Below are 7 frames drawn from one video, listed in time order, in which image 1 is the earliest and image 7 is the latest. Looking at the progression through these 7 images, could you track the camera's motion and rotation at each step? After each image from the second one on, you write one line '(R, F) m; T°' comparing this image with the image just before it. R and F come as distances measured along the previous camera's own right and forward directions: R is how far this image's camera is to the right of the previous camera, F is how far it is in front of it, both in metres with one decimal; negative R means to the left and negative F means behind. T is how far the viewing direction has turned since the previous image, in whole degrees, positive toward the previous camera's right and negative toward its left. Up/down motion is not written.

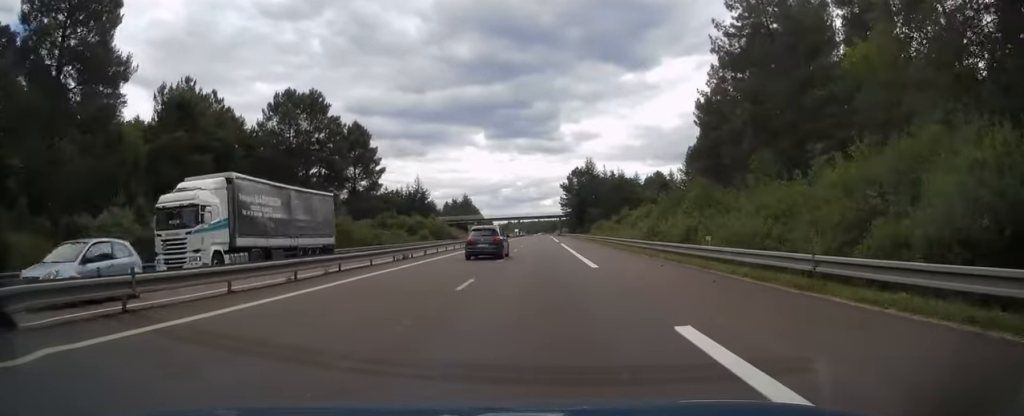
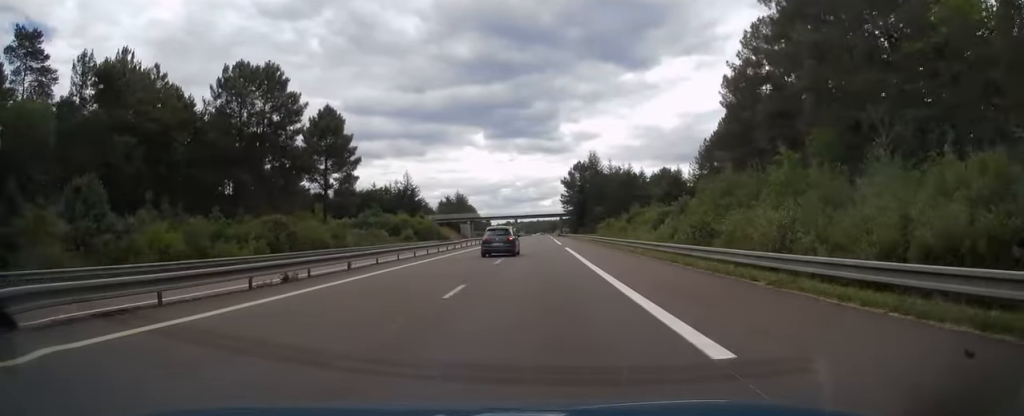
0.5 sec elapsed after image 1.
(0.0, +14.7) m; 0°
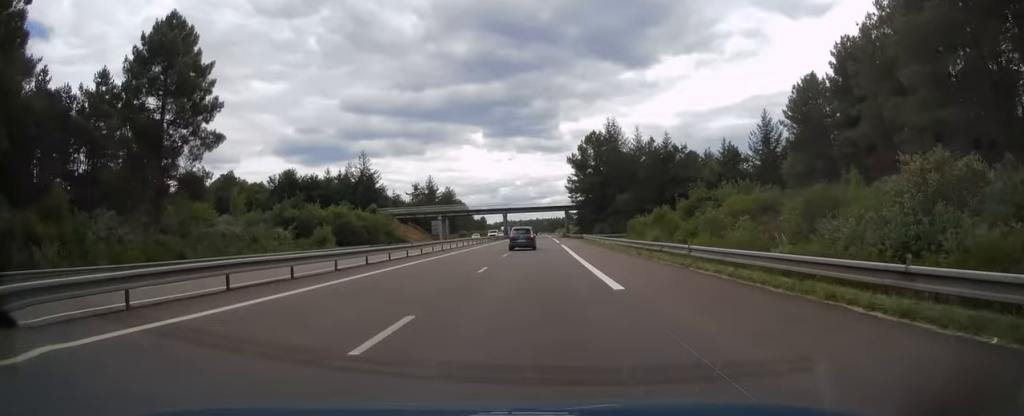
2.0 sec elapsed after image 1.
(0.0, +44.8) m; 0°
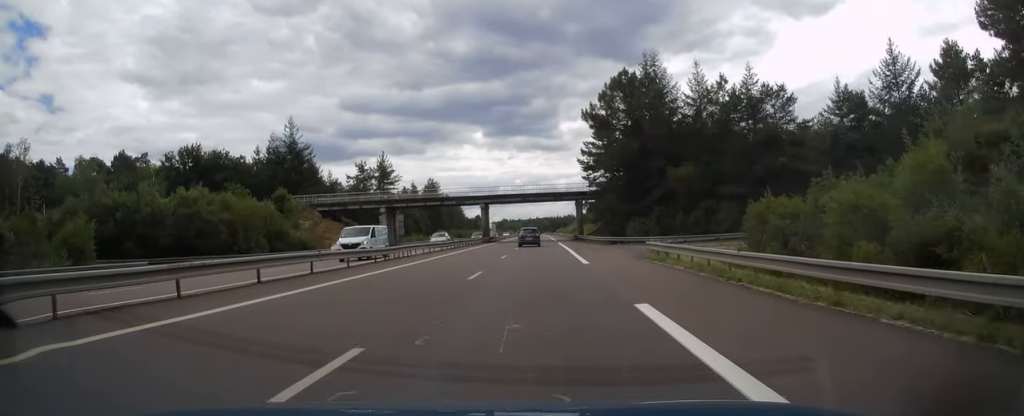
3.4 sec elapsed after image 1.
(0.0, +41.9) m; 0°
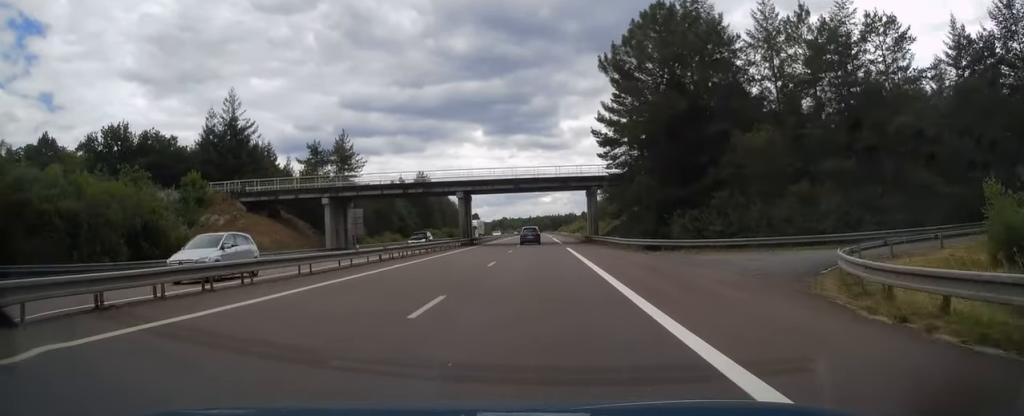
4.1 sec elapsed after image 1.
(0.0, +20.7) m; 0°
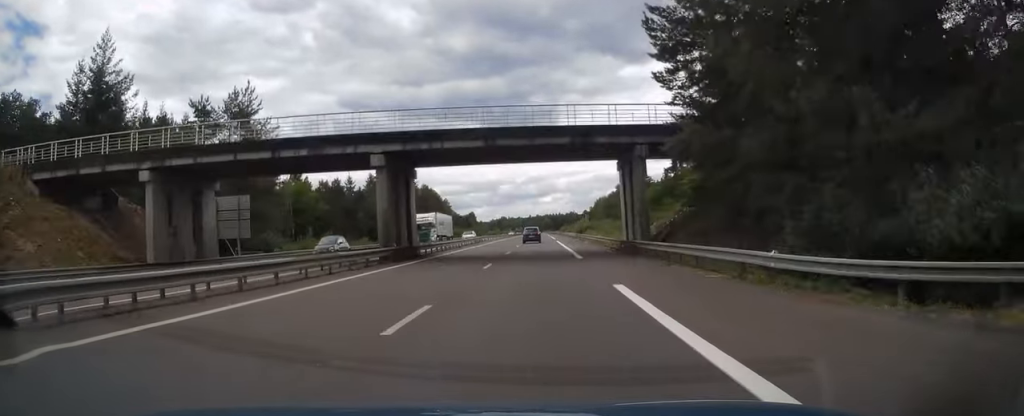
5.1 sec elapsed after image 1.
(0.0, +27.5) m; 0°
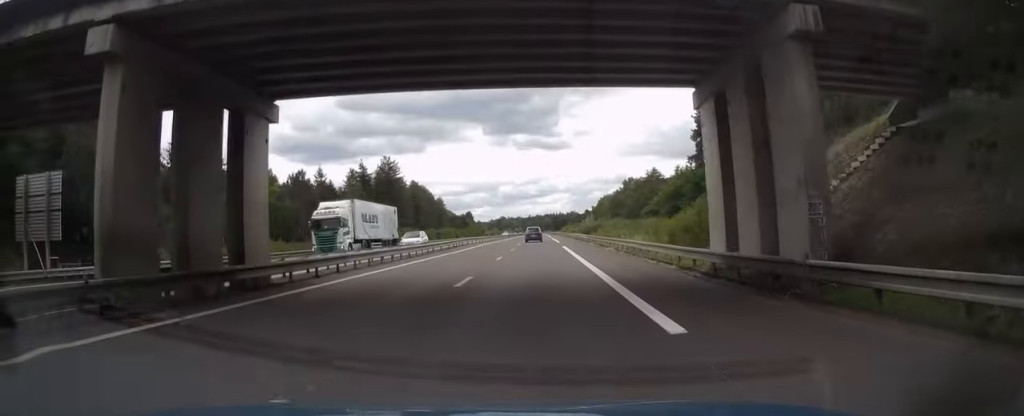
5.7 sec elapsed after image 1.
(0.0, +19.2) m; 0°
